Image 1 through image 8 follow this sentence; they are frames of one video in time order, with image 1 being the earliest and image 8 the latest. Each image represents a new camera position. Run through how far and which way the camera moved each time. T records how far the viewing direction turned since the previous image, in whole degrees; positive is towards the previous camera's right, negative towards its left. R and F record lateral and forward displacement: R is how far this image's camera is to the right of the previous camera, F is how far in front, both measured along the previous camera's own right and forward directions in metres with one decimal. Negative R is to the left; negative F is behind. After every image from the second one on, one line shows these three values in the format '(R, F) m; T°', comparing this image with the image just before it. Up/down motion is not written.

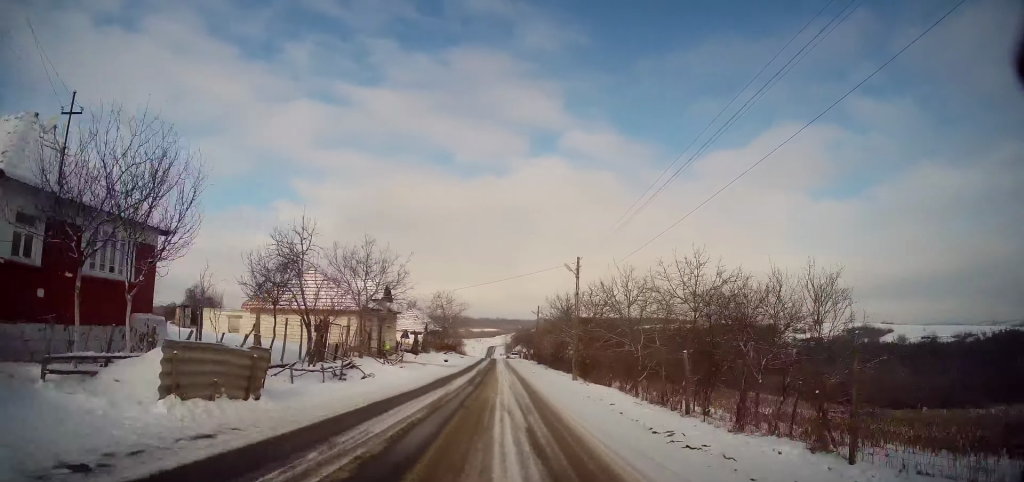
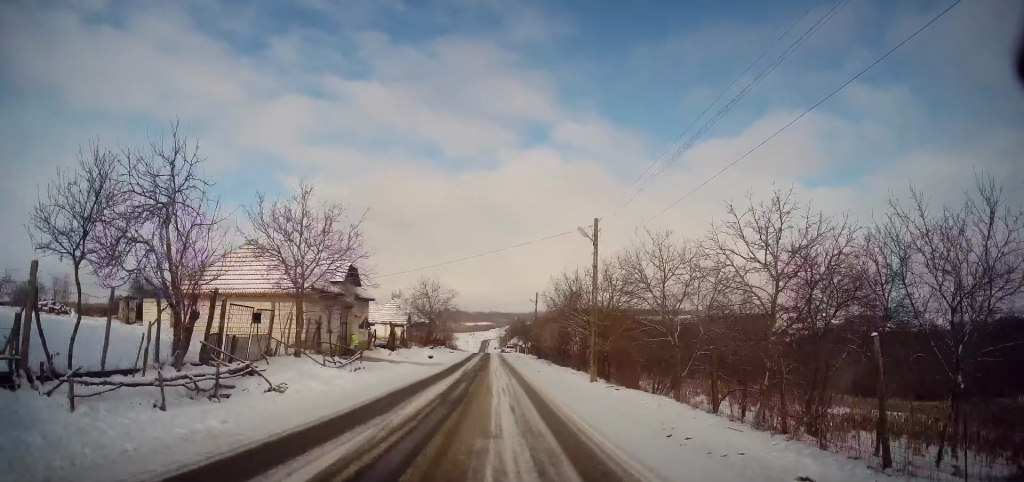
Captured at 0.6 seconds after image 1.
(+0.3, +8.5) m; +2°
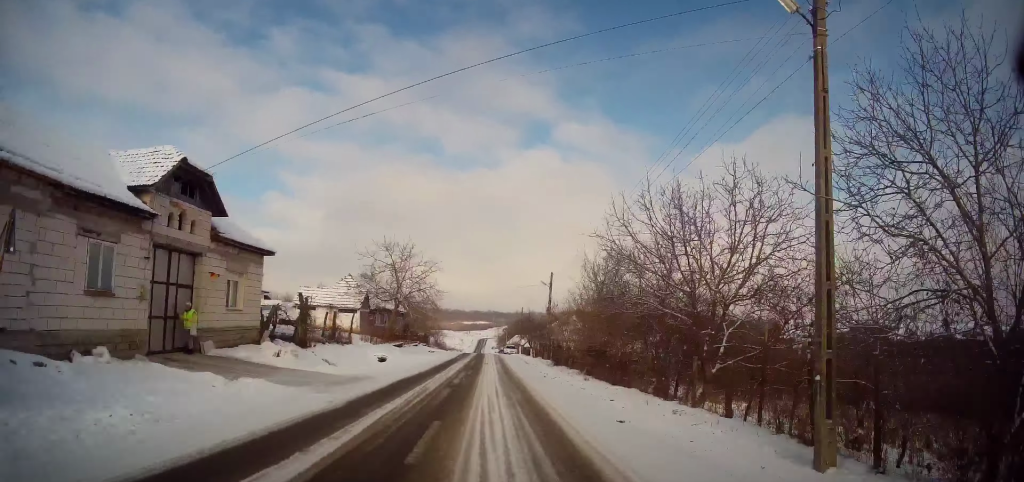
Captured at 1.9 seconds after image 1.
(+0.6, +19.0) m; +1°
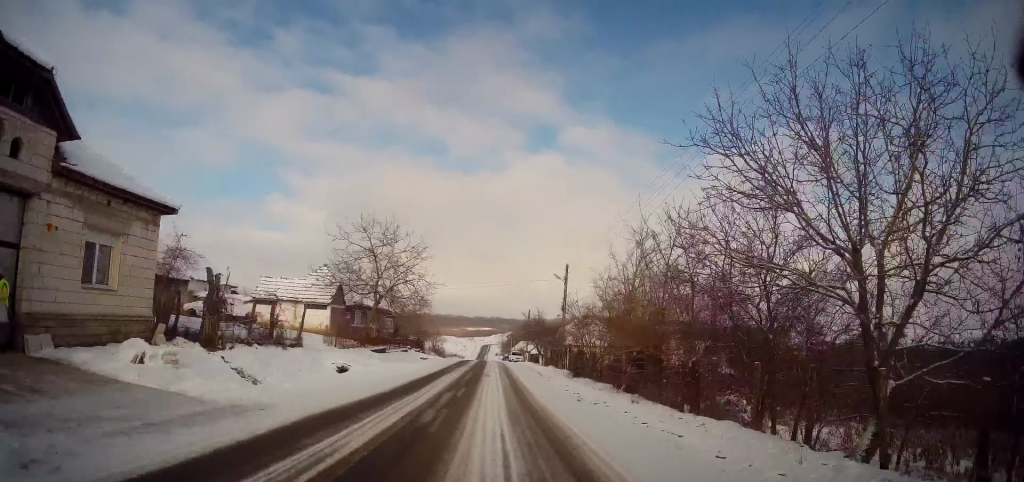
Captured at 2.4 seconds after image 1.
(-0.2, +8.1) m; 0°
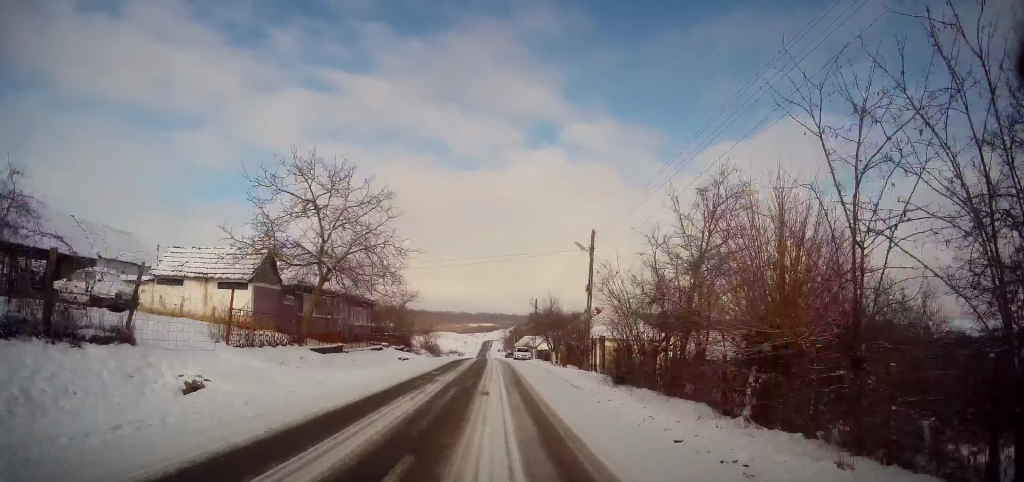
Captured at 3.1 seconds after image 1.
(-0.1, +10.8) m; 0°
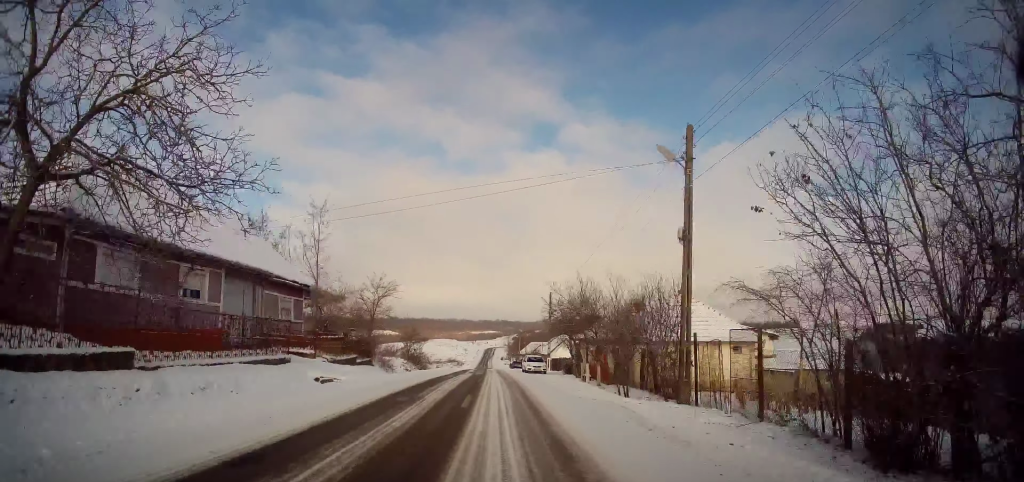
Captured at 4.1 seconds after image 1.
(+0.2, +15.8) m; 0°
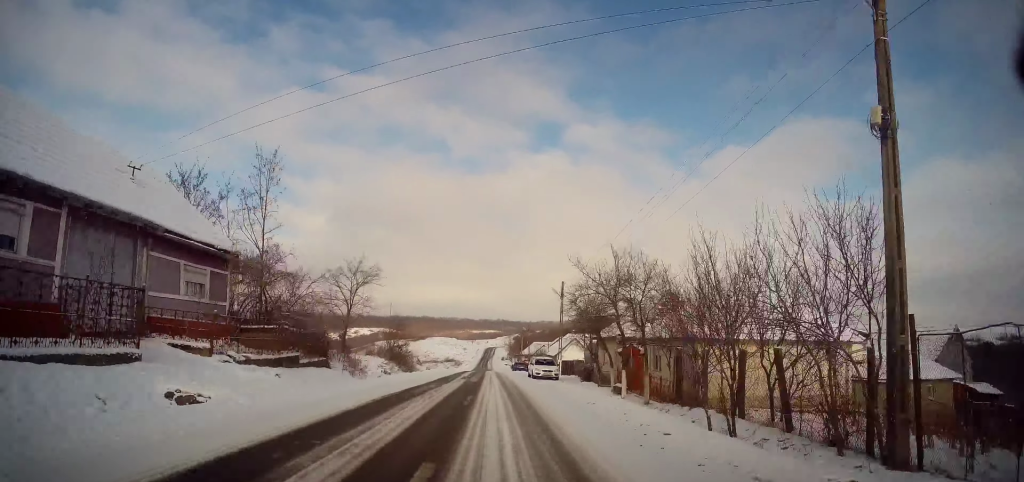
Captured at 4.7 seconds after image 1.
(0.0, +8.6) m; -1°
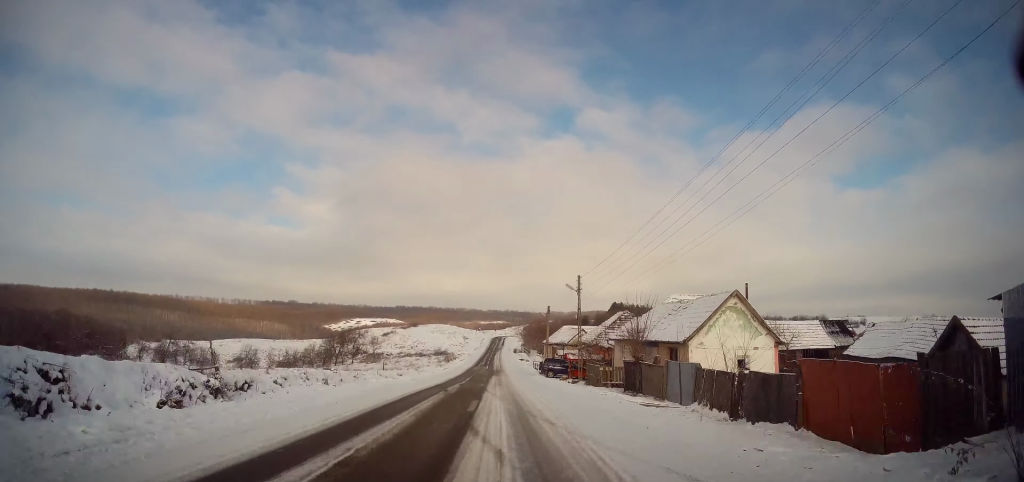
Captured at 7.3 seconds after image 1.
(-0.7, +42.9) m; -1°
